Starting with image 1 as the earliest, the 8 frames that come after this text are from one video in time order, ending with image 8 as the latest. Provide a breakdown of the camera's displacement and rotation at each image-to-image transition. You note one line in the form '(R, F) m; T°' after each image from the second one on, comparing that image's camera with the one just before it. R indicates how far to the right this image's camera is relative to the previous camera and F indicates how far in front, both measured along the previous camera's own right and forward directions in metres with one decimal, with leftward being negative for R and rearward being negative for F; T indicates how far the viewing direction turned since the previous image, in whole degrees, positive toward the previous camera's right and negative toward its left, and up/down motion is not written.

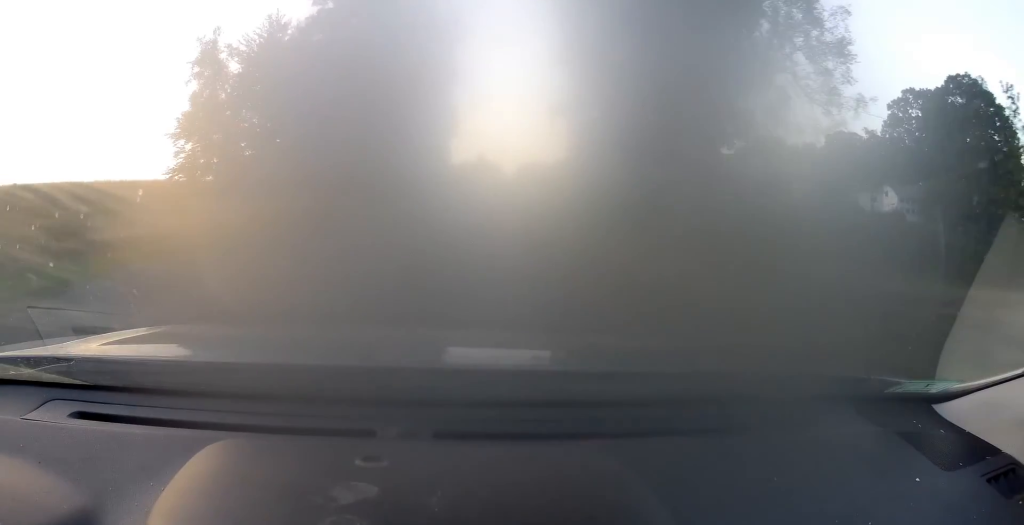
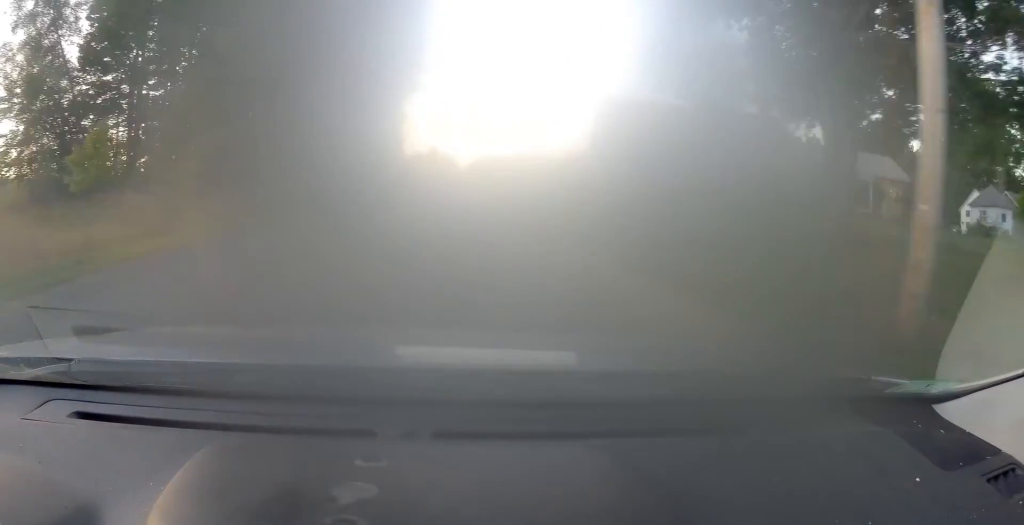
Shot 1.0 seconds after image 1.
(+0.5, +19.6) m; +3°
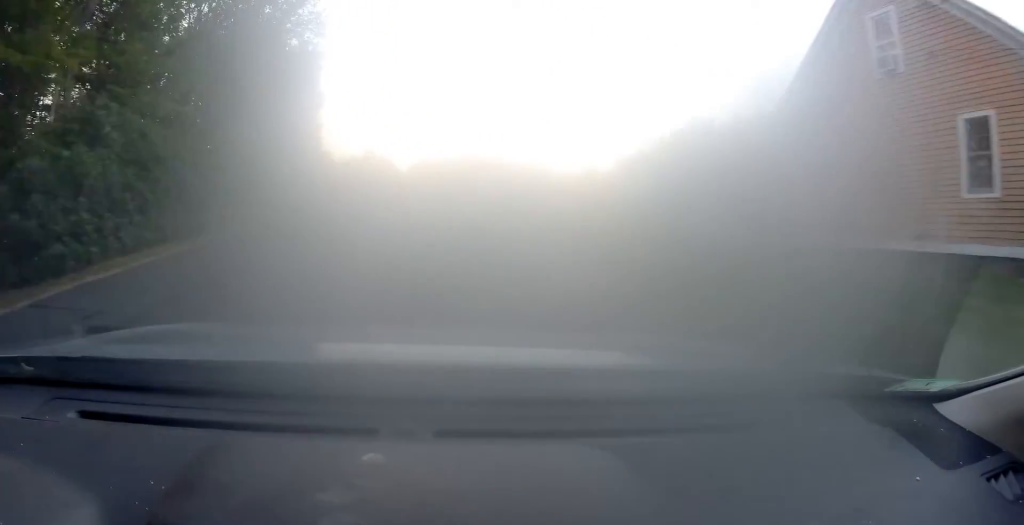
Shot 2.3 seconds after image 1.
(+1.0, +25.3) m; +5°
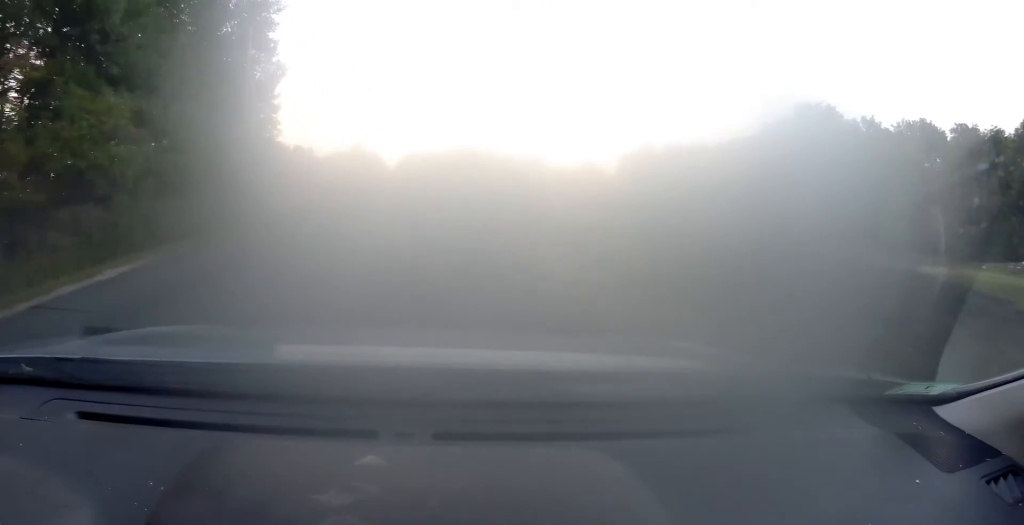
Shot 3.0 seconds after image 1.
(+0.3, +14.0) m; +1°
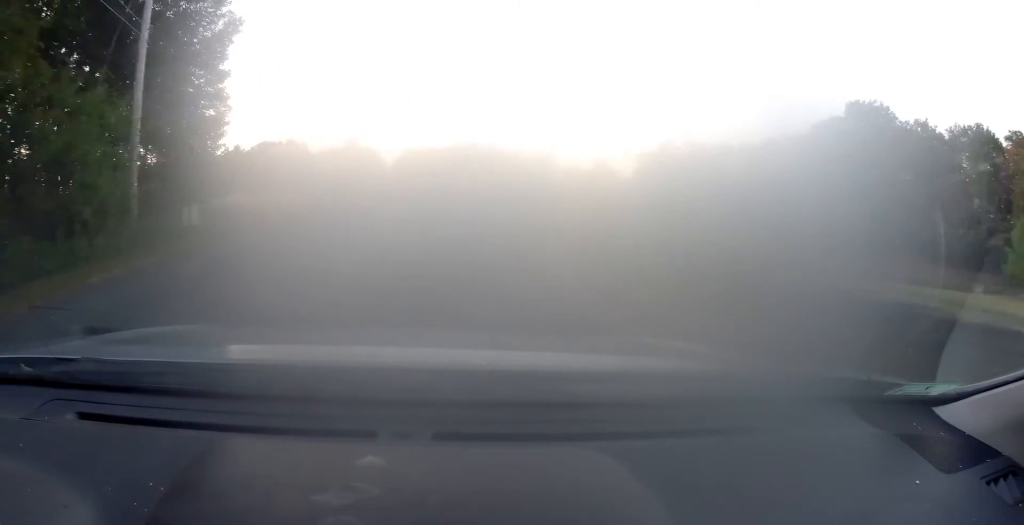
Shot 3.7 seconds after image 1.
(+0.1, +12.7) m; +1°
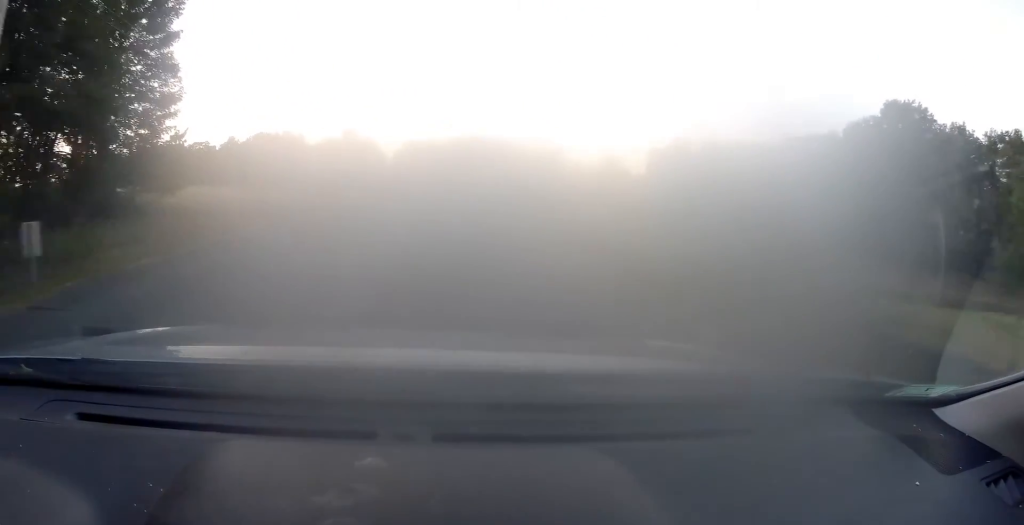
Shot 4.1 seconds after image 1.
(0.0, +7.6) m; +1°
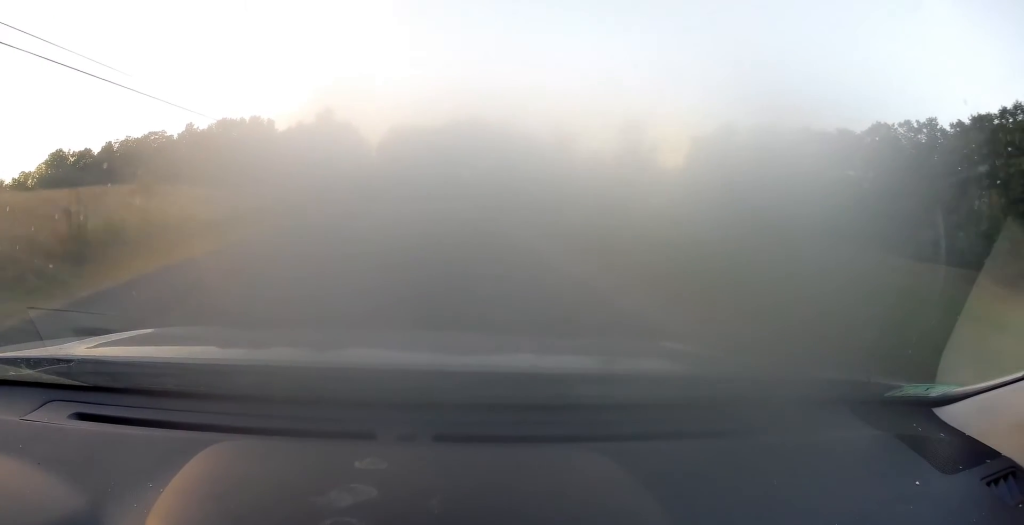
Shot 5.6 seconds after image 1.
(+0.6, +28.6) m; +2°
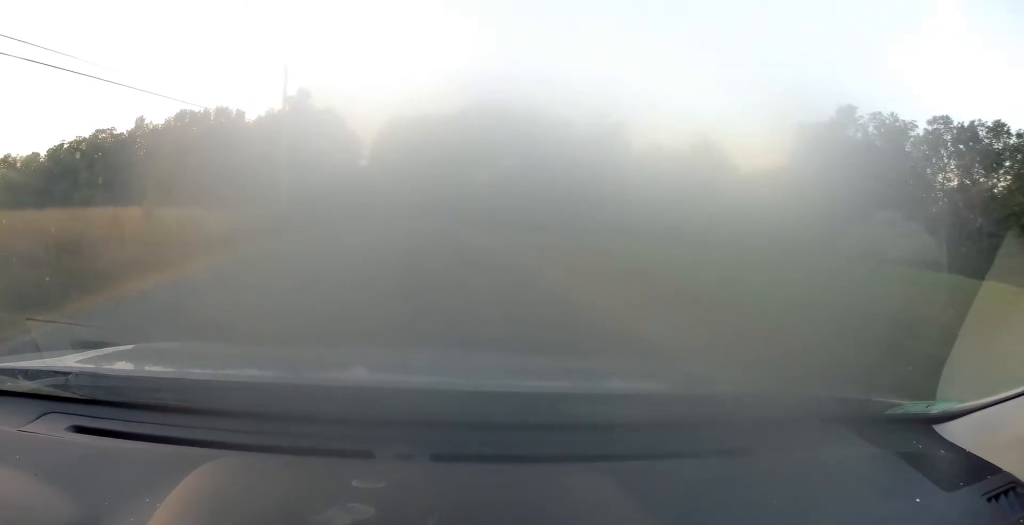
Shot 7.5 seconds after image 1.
(0.0, +36.3) m; 0°
